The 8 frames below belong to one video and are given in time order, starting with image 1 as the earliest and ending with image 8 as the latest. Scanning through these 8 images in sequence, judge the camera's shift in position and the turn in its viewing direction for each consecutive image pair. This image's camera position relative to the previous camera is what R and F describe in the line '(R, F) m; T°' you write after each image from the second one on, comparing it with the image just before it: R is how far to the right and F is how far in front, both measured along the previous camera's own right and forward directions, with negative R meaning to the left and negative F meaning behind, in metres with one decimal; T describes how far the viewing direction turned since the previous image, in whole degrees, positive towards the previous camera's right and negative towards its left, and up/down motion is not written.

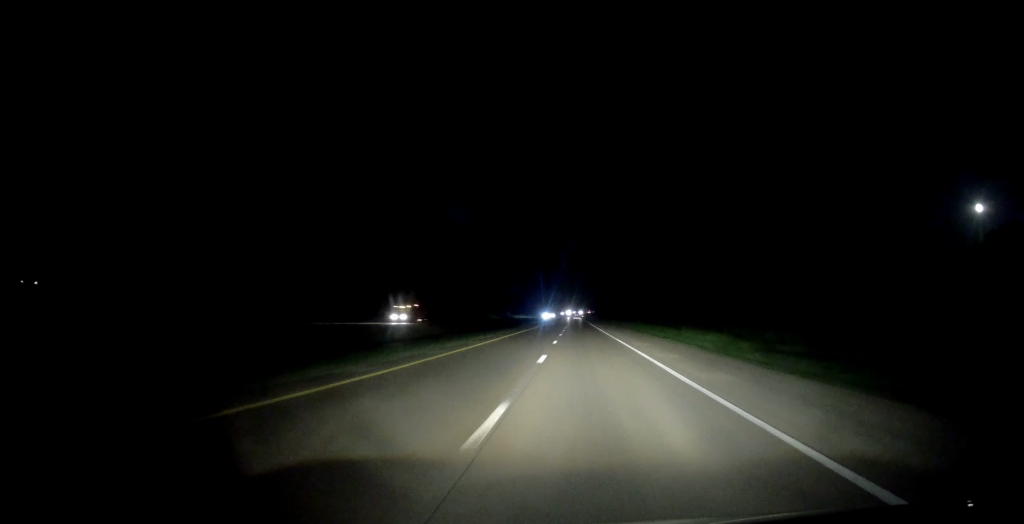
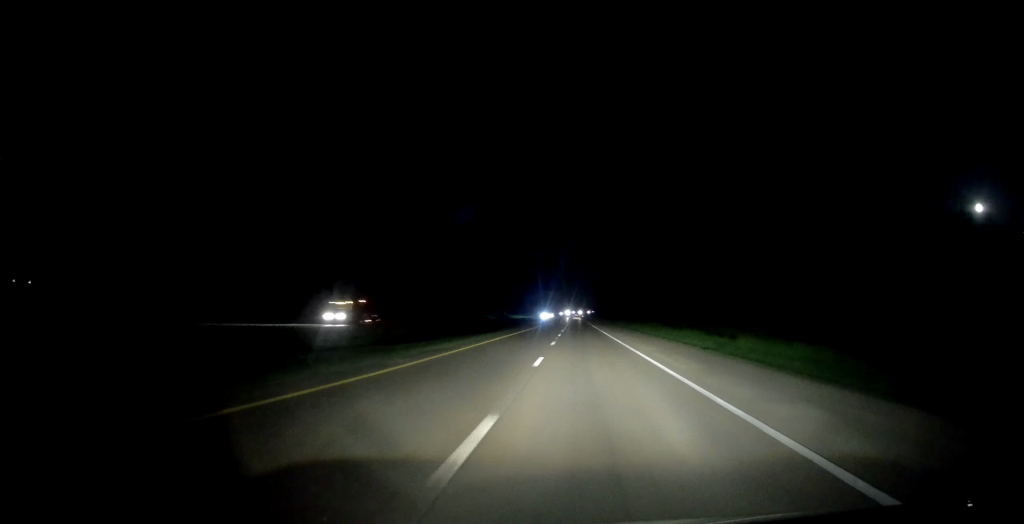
(-0.1, +13.3) m; 0°
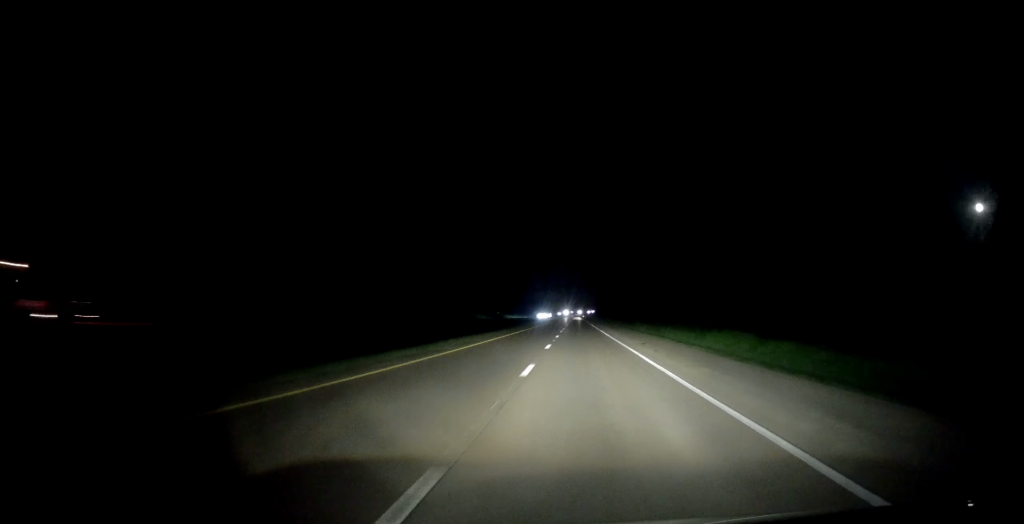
(-0.4, +27.6) m; 0°
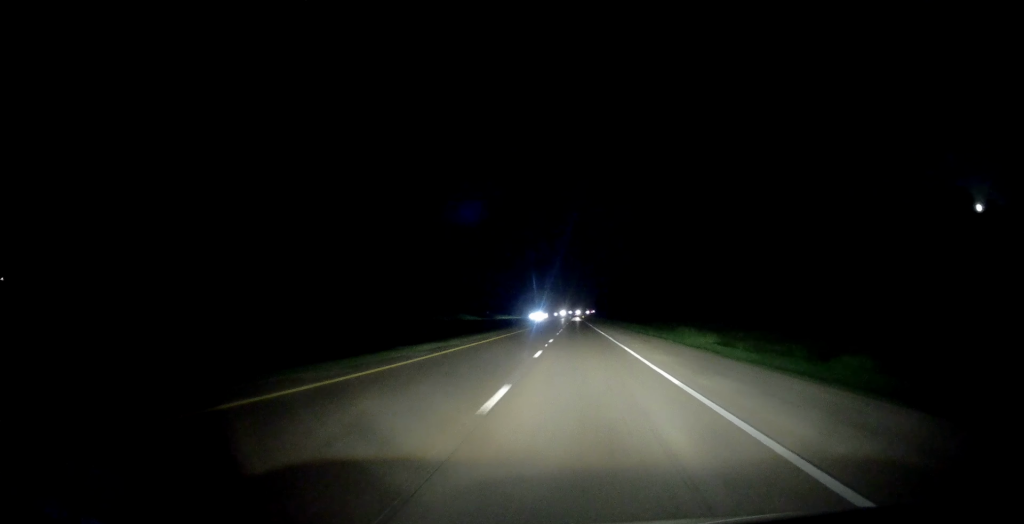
(+0.4, +30.0) m; 0°
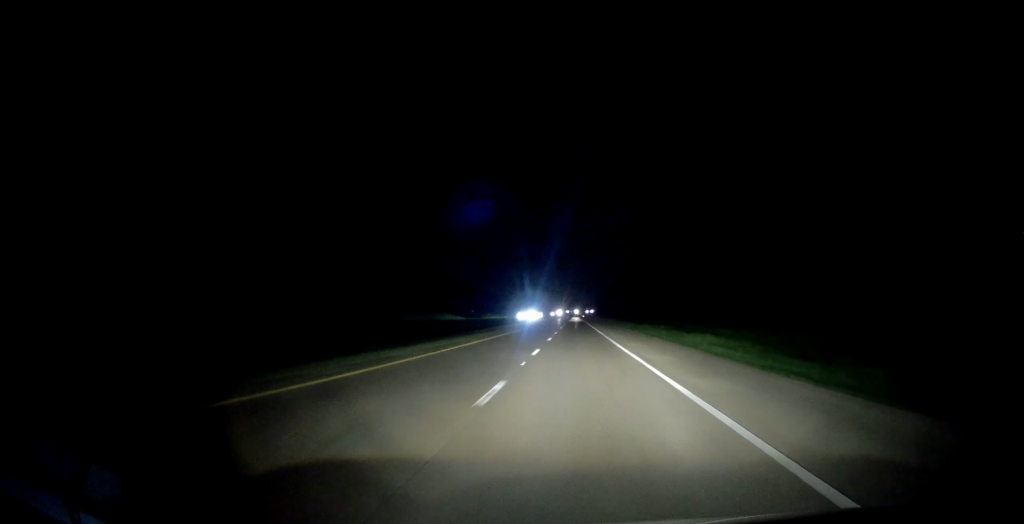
(-0.2, +35.5) m; -1°
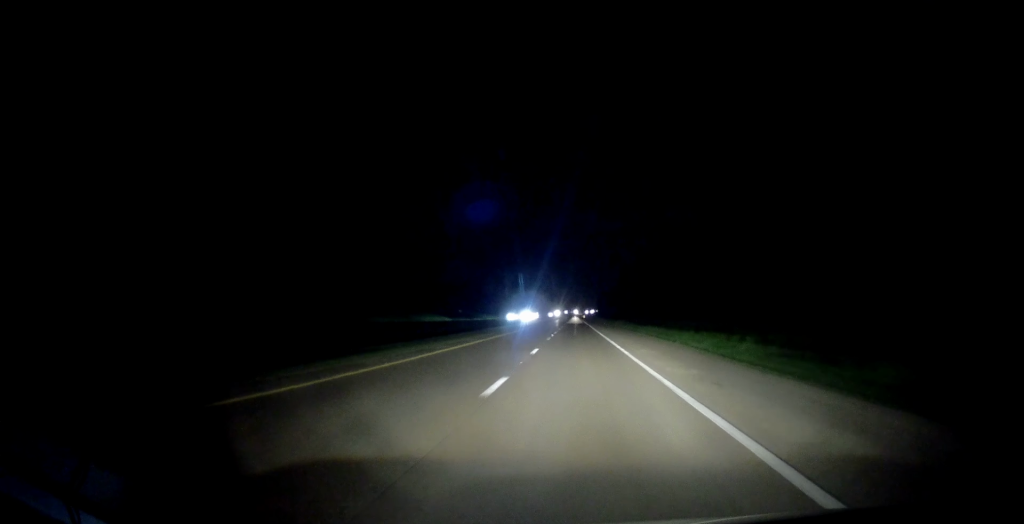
(-0.1, +23.2) m; 0°
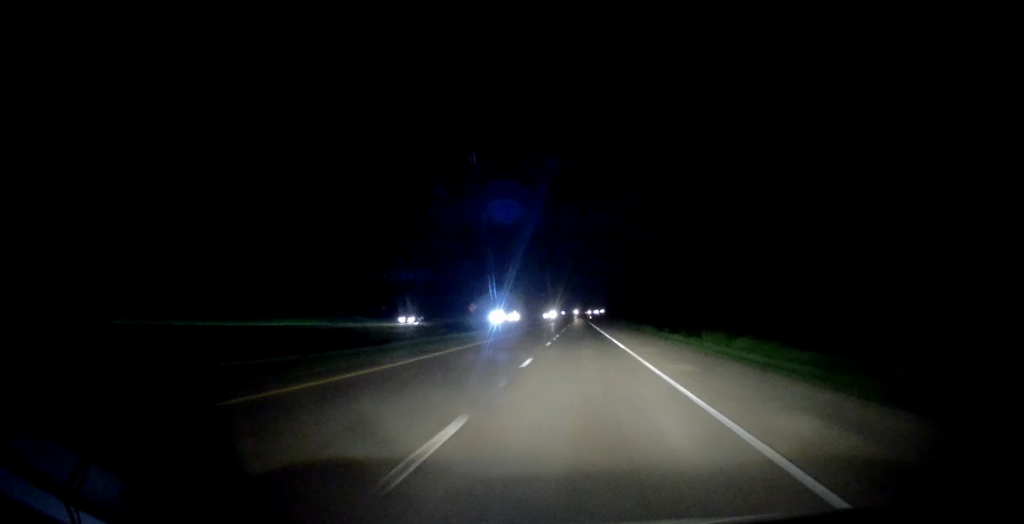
(+1.1, +79.8) m; +1°
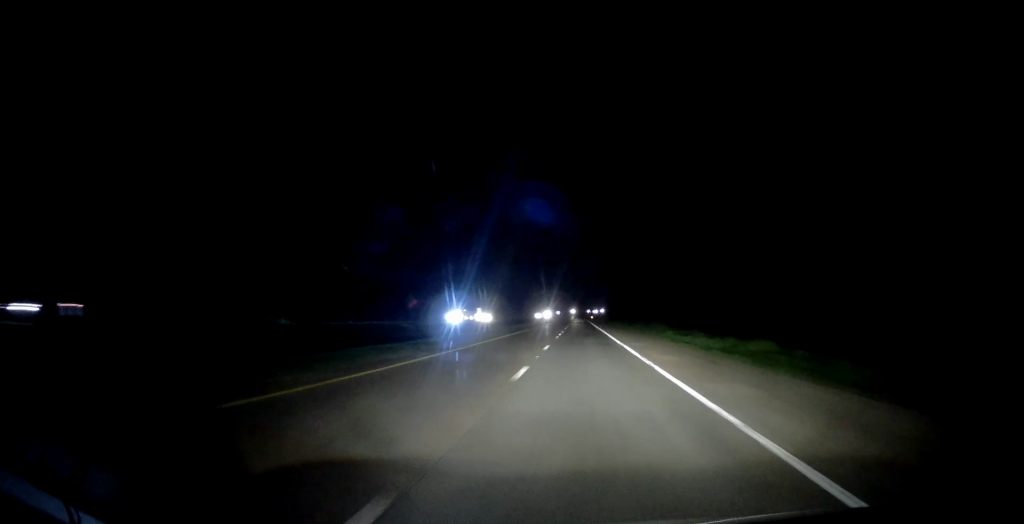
(-0.2, +40.0) m; 0°
